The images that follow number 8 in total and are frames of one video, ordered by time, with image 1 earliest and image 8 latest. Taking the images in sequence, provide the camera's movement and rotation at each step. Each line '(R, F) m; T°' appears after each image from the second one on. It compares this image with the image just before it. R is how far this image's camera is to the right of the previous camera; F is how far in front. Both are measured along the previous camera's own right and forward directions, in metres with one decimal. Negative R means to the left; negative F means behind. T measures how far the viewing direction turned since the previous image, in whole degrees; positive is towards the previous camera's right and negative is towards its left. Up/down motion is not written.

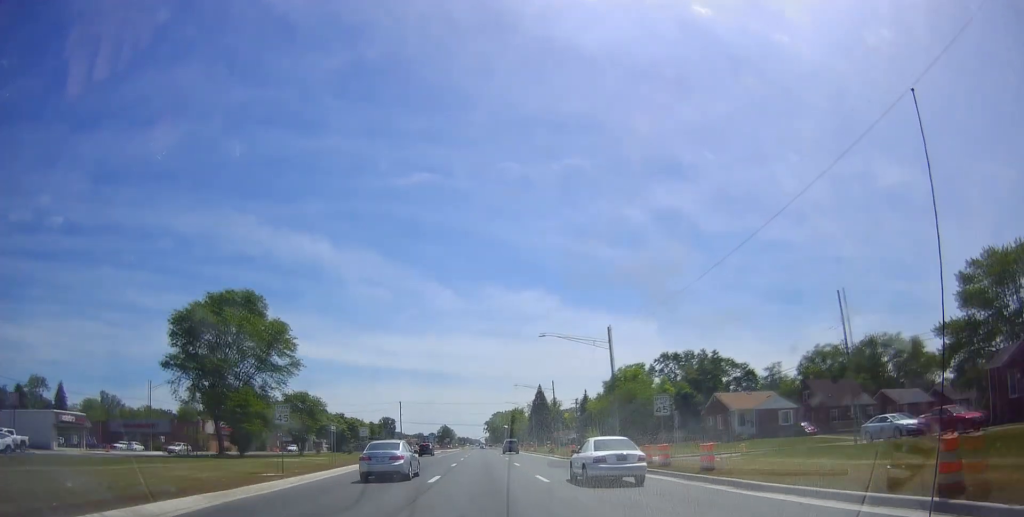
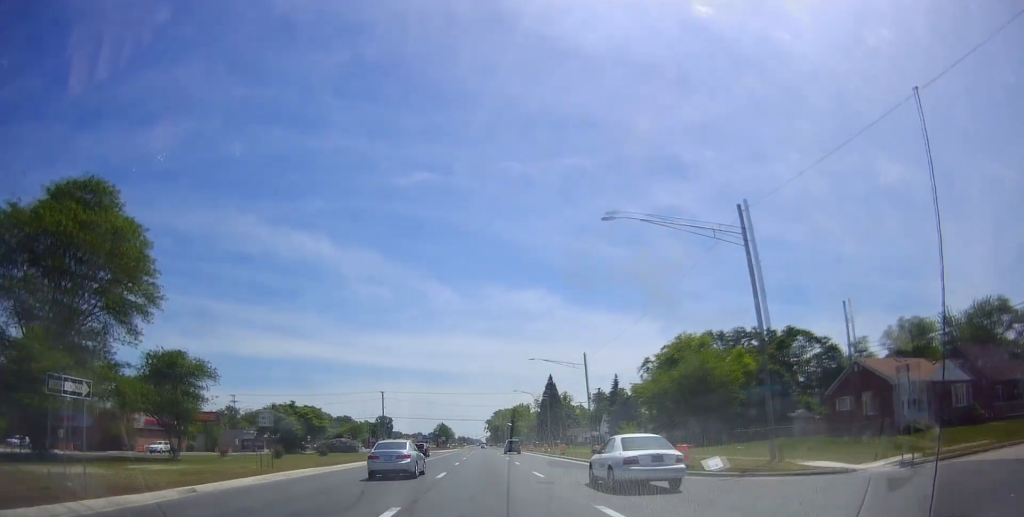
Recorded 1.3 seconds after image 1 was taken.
(-0.6, +27.0) m; 0°
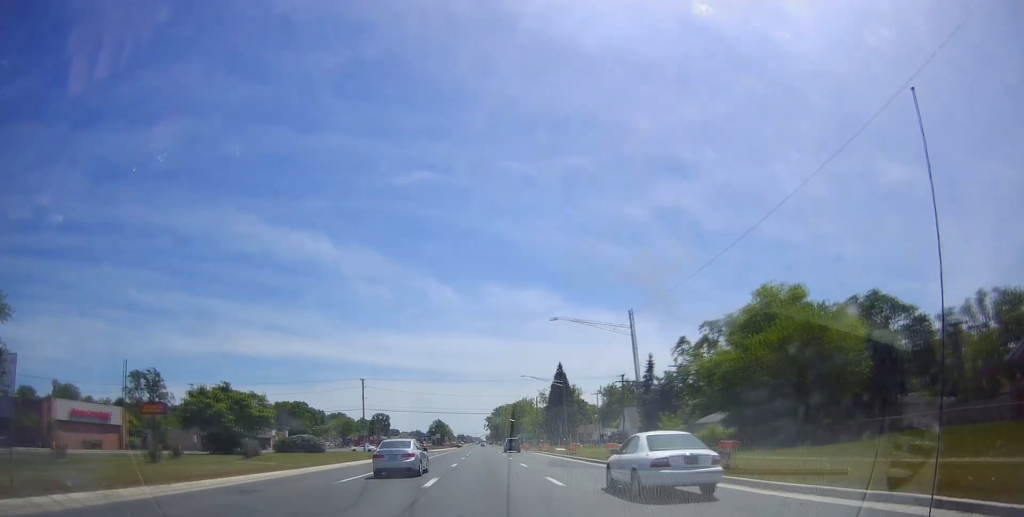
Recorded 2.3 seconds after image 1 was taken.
(+0.3, +19.7) m; 0°
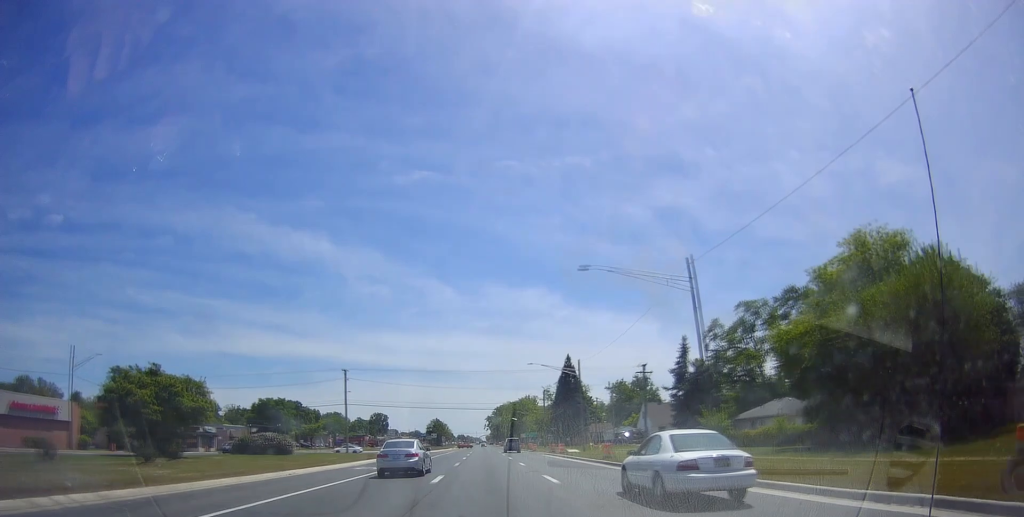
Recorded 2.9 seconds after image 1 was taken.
(-0.5, +12.9) m; 0°
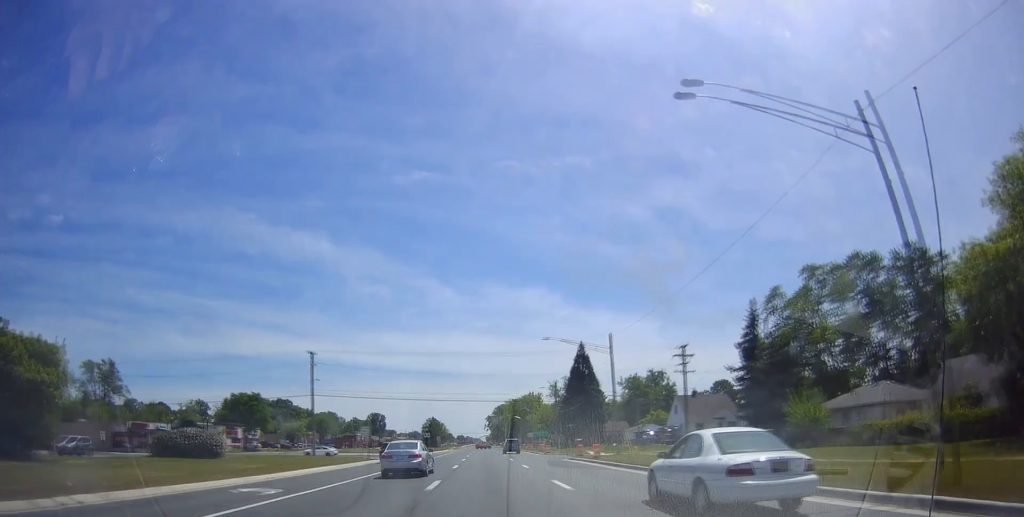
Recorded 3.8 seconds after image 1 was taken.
(+0.6, +17.0) m; +1°
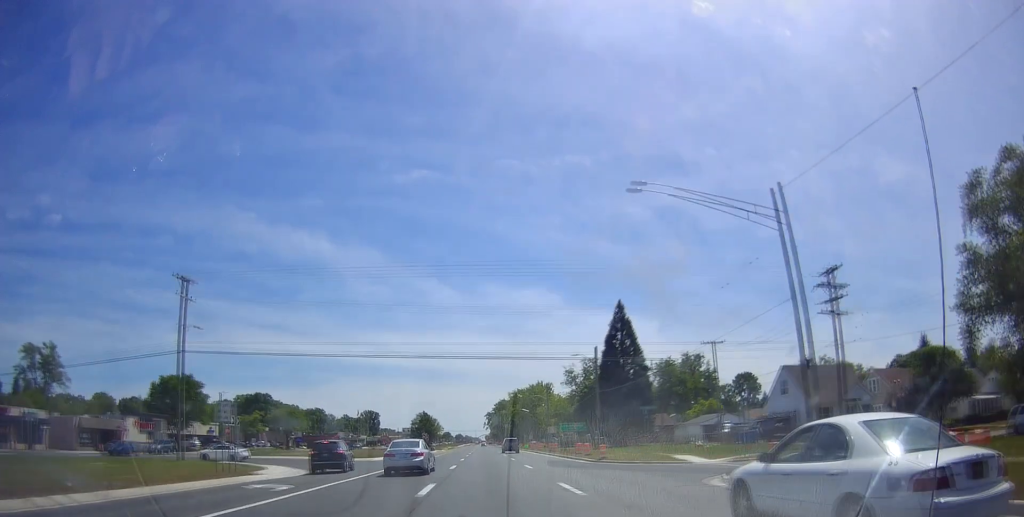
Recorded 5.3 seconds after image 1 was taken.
(-0.5, +31.2) m; -2°
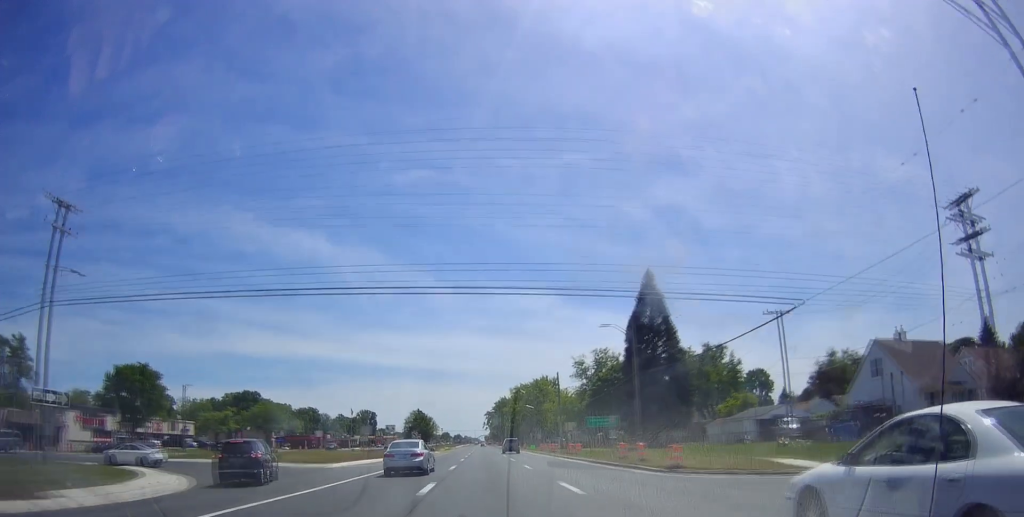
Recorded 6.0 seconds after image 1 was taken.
(-0.2, +14.4) m; -1°
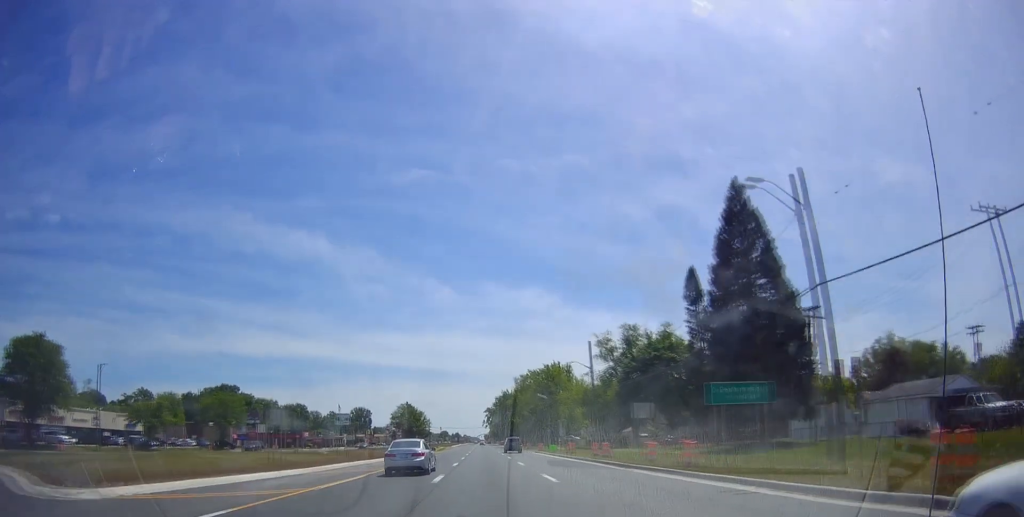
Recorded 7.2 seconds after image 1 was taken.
(+0.3, +25.2) m; +2°
